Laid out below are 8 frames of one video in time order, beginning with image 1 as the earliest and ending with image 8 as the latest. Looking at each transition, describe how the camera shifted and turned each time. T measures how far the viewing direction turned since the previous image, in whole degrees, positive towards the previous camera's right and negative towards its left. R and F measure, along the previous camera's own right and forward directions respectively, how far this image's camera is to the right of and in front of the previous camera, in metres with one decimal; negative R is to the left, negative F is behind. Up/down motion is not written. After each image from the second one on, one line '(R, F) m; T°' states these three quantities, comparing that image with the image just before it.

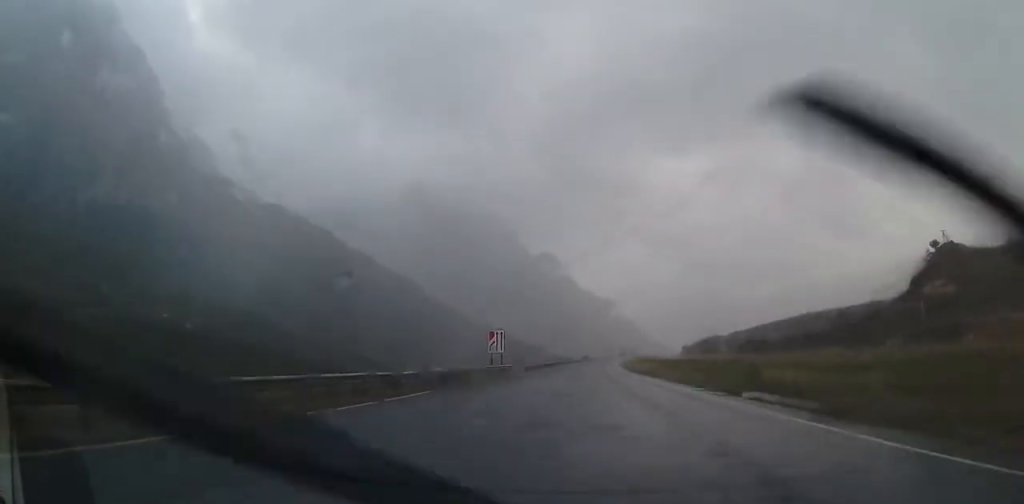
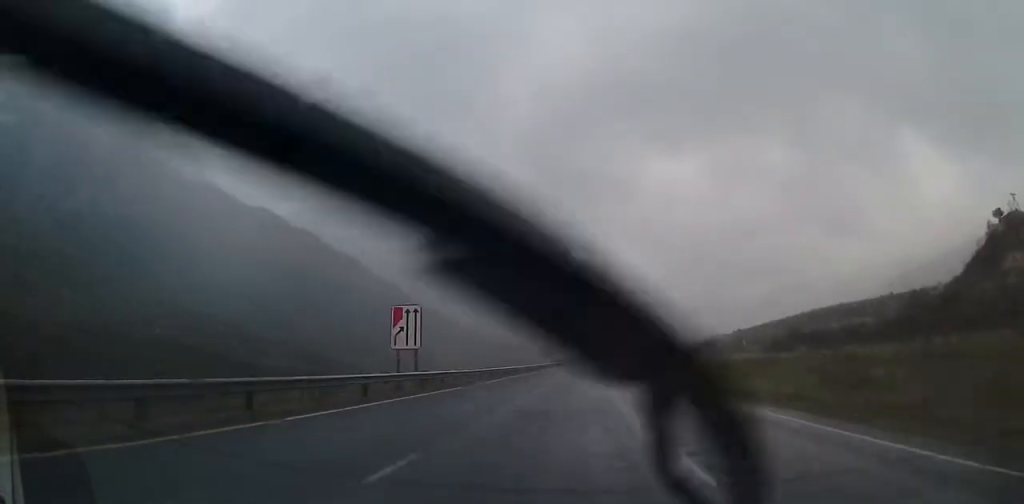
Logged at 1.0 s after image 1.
(0.0, +29.1) m; +1°
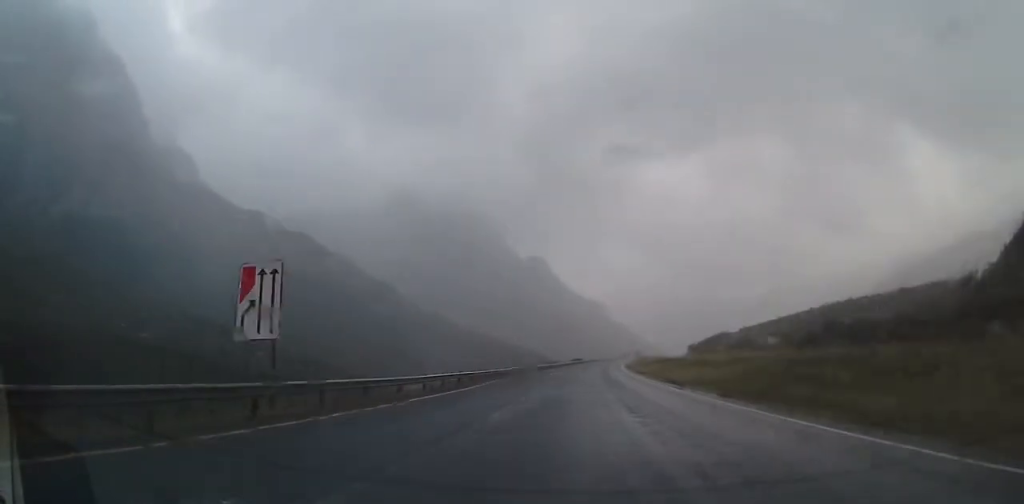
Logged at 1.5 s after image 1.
(+0.2, +14.6) m; 0°
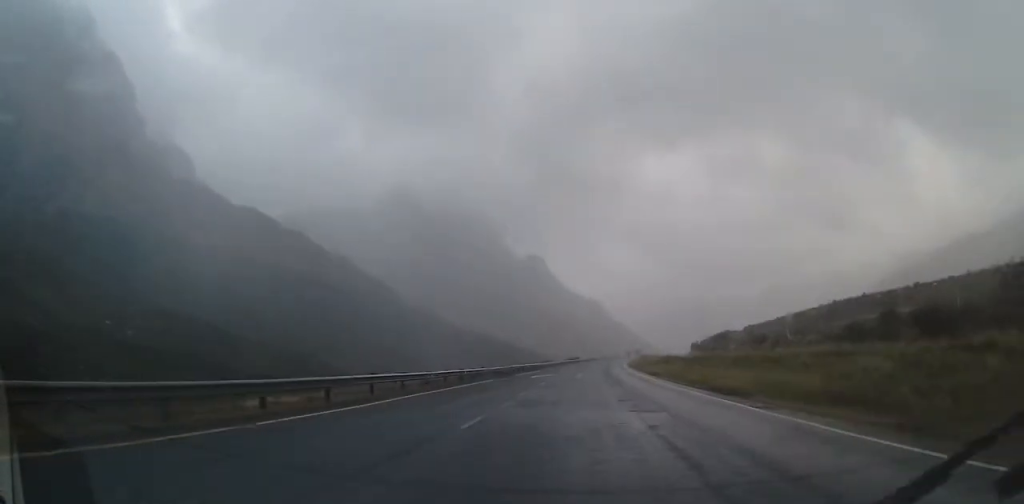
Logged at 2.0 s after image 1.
(+0.1, +14.6) m; 0°
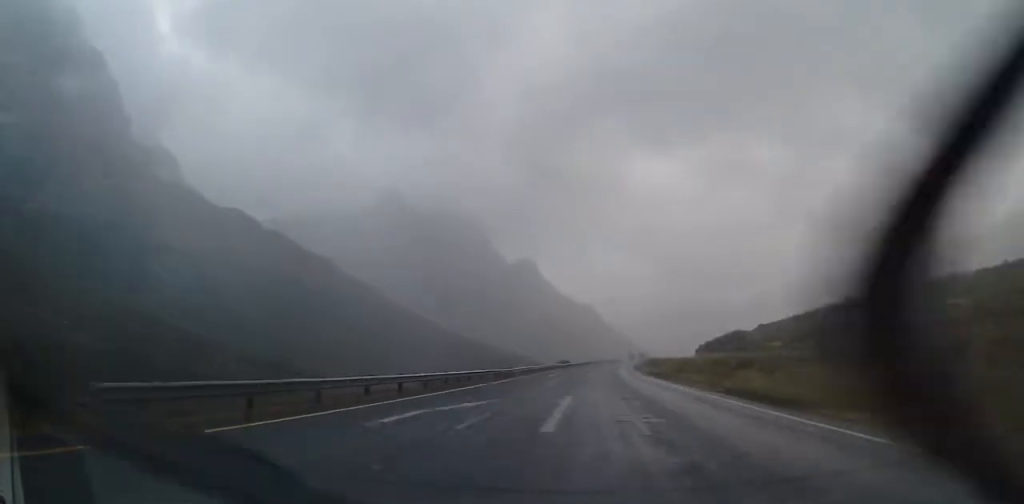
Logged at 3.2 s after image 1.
(+0.3, +34.7) m; +2°
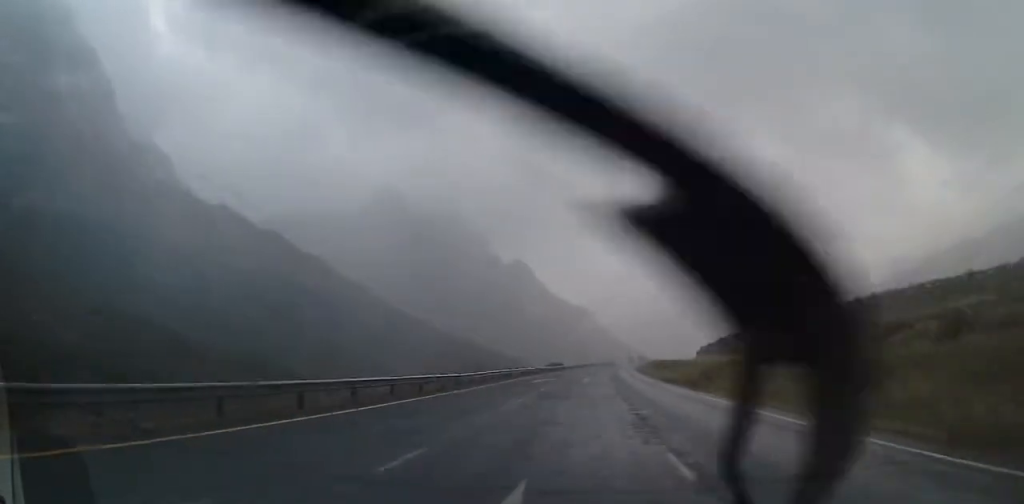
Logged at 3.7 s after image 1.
(+0.3, +16.3) m; +1°
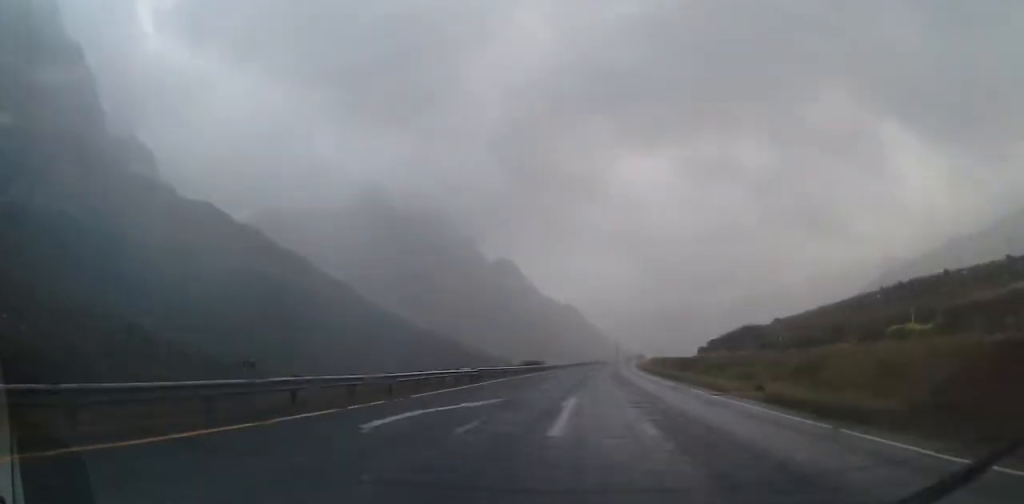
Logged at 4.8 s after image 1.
(+0.1, +30.6) m; 0°
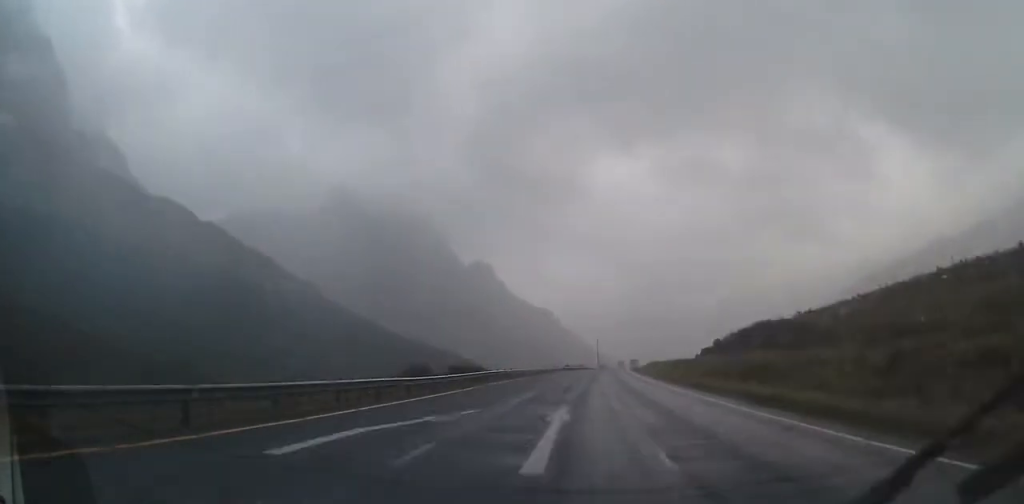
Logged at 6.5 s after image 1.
(+1.2, +49.2) m; +3°
